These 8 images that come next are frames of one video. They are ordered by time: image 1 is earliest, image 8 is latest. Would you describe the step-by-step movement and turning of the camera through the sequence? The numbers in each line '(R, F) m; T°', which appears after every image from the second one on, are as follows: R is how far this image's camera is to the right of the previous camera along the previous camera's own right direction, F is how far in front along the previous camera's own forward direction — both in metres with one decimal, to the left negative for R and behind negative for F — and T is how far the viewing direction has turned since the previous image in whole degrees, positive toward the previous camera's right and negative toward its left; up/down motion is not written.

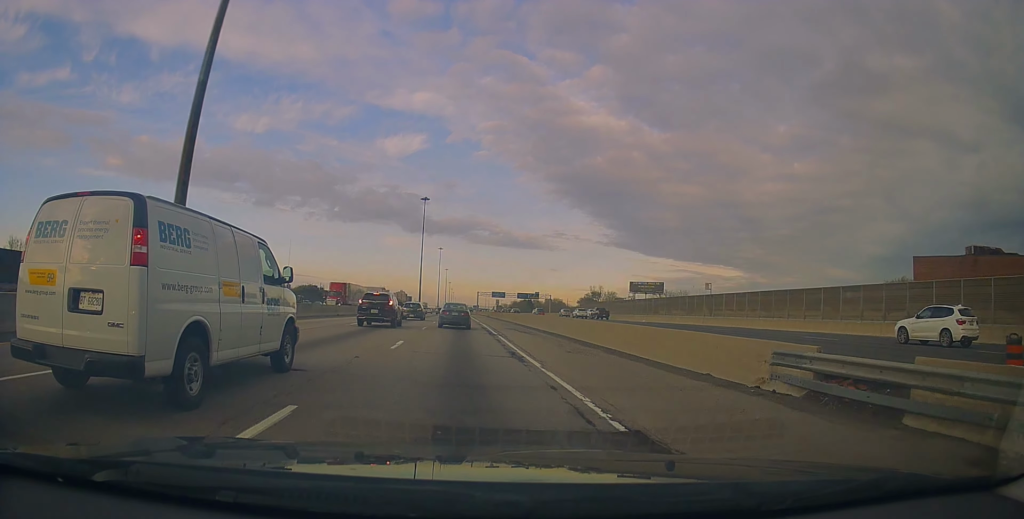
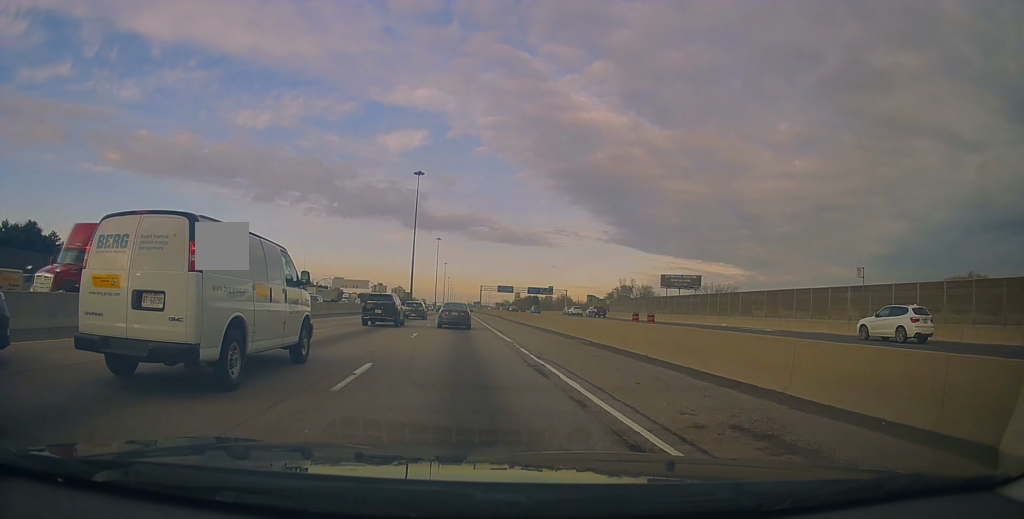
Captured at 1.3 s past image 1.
(+0.6, +30.4) m; +1°
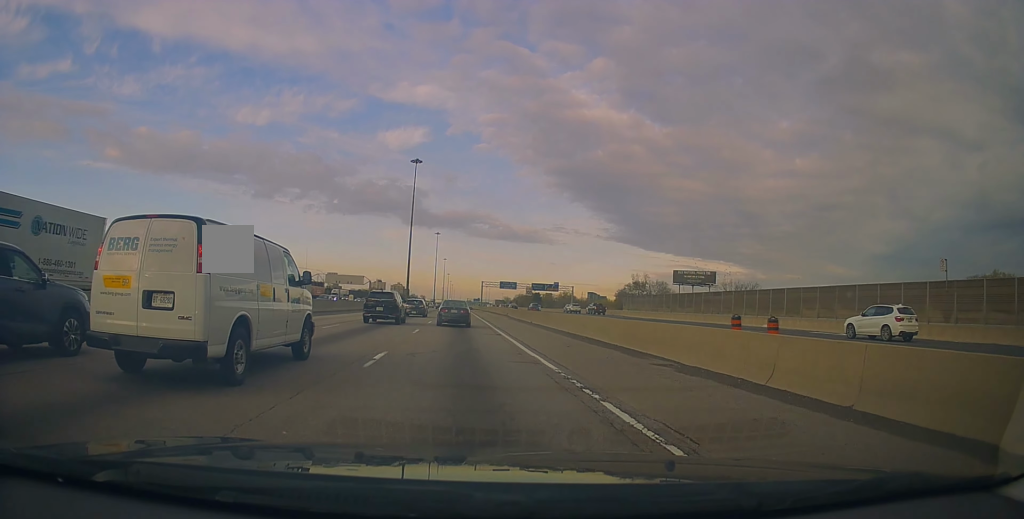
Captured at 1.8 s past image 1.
(-0.1, +10.4) m; 0°
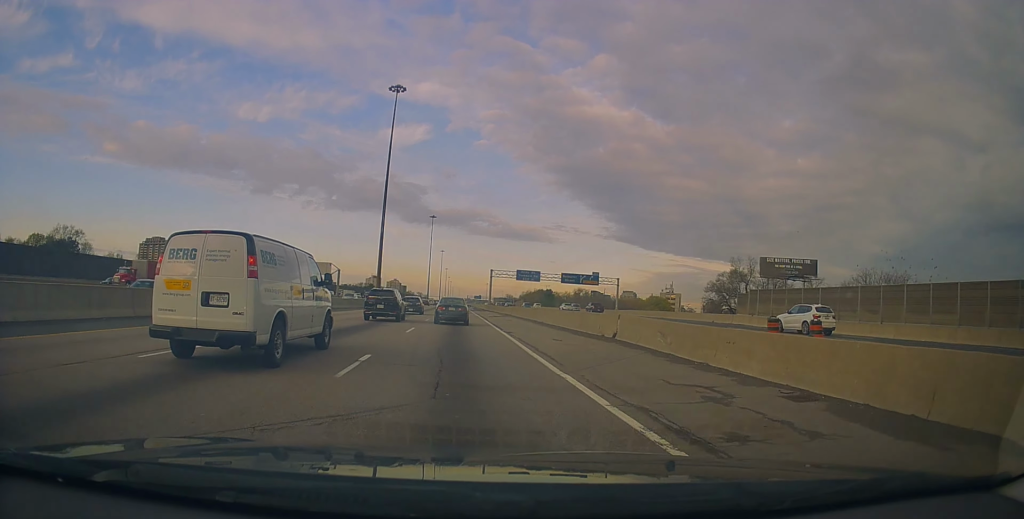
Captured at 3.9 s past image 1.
(0.0, +48.2) m; 0°
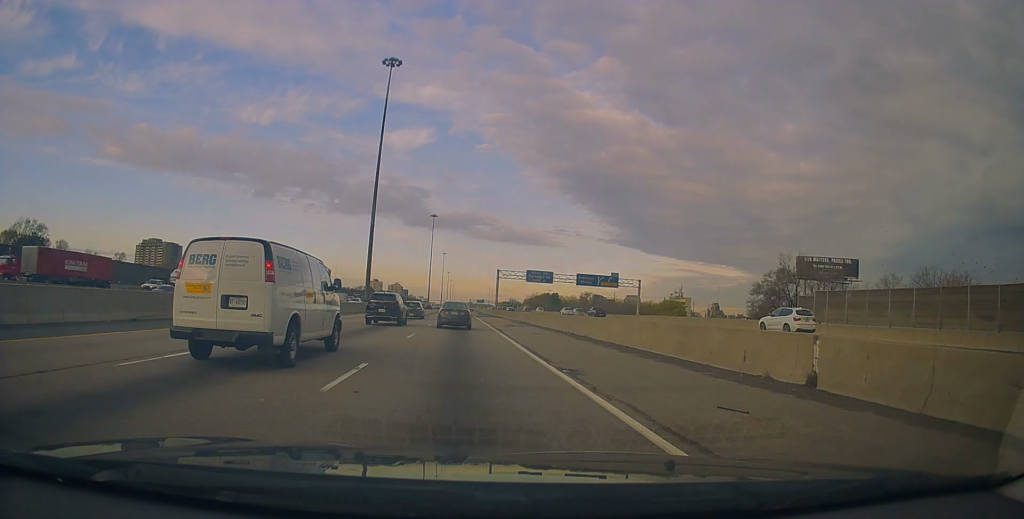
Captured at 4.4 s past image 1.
(0.0, +12.9) m; 0°
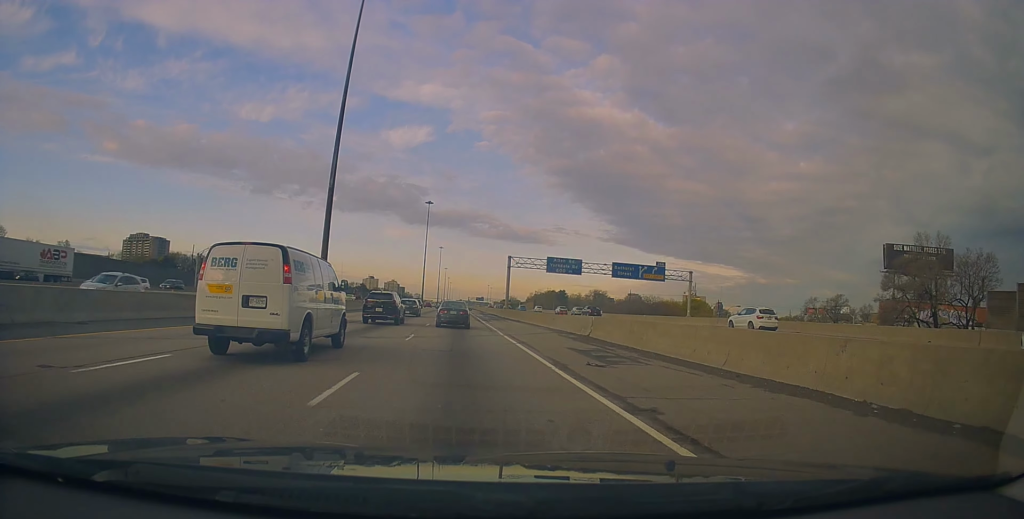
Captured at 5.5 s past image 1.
(-0.1, +25.3) m; -1°
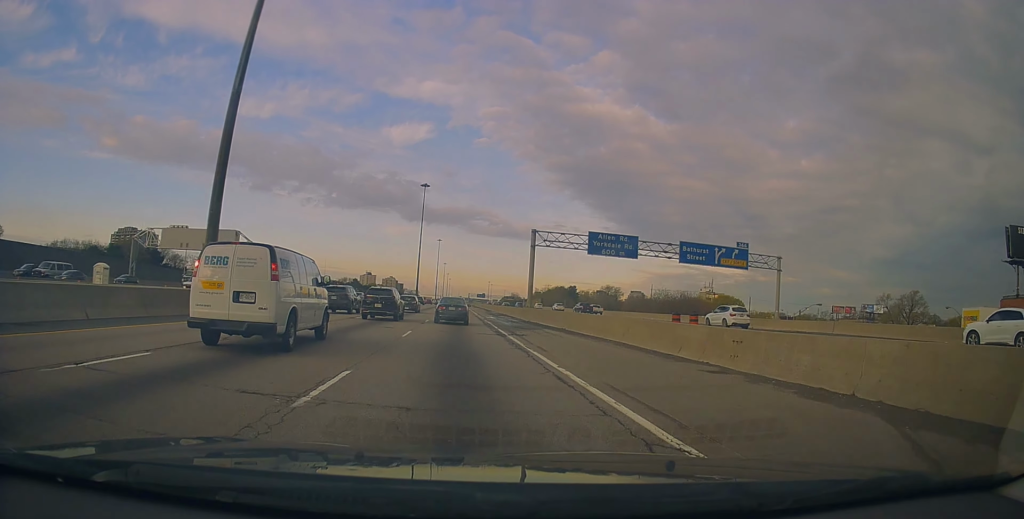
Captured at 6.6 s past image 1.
(-0.4, +23.8) m; -1°
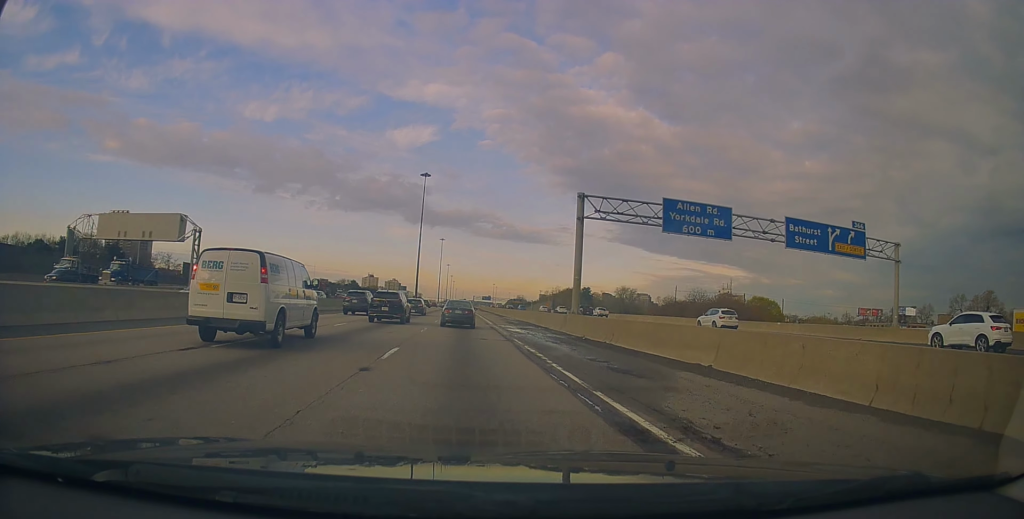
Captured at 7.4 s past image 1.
(+0.1, +18.6) m; 0°
